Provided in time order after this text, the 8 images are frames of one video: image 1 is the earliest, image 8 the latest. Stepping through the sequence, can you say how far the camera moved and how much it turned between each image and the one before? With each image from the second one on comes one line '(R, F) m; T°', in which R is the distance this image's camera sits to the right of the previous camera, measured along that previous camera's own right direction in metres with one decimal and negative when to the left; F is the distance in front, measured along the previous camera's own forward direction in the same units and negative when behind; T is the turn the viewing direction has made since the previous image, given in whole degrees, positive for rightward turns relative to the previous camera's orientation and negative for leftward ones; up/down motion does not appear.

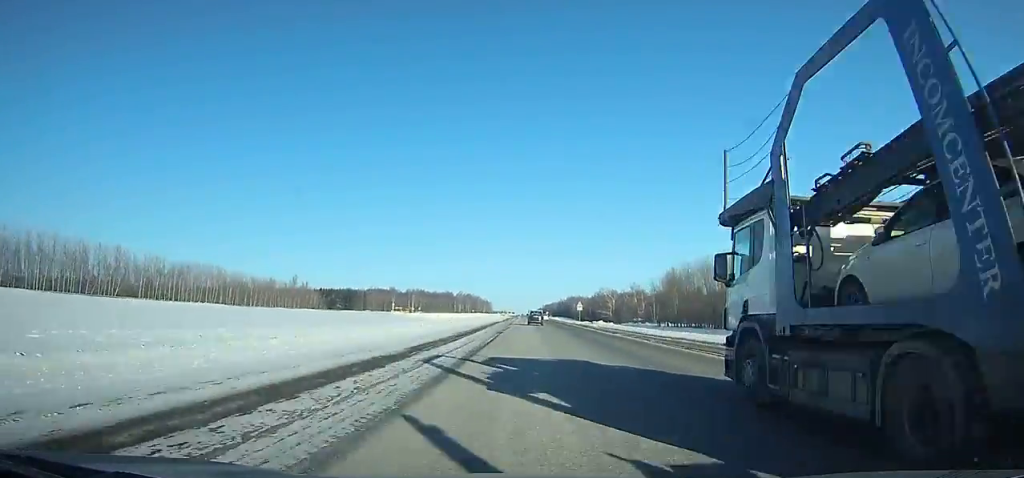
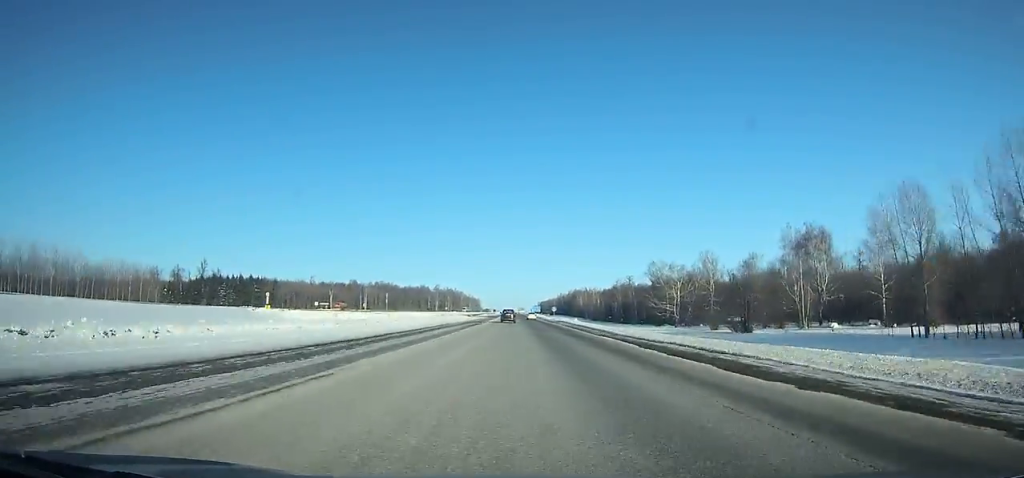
(+0.4, +113.0) m; 0°
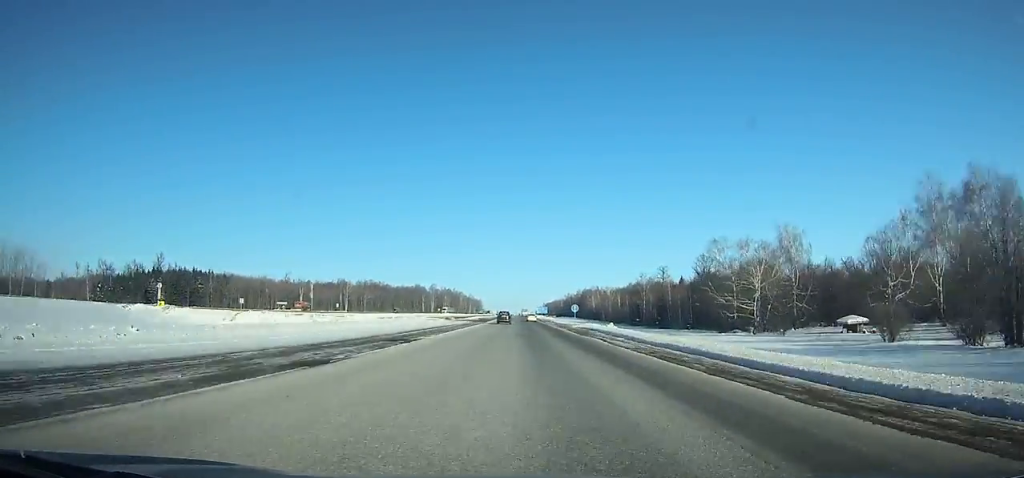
(0.0, +41.6) m; 0°
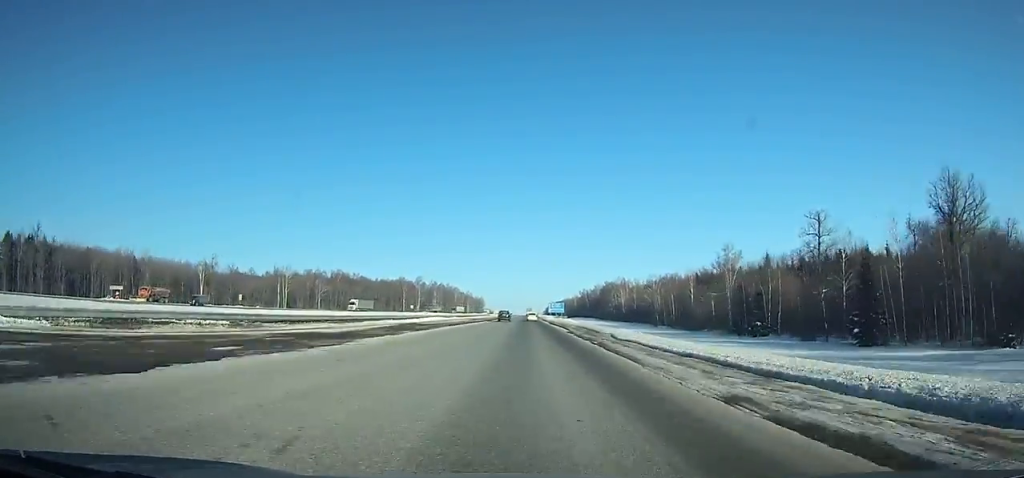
(-0.3, +83.1) m; 0°
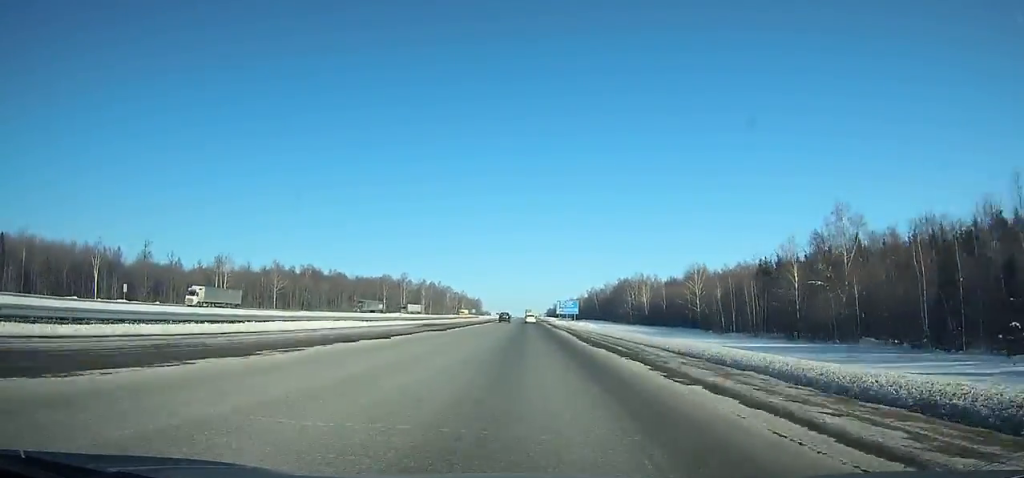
(-0.1, +47.2) m; 0°
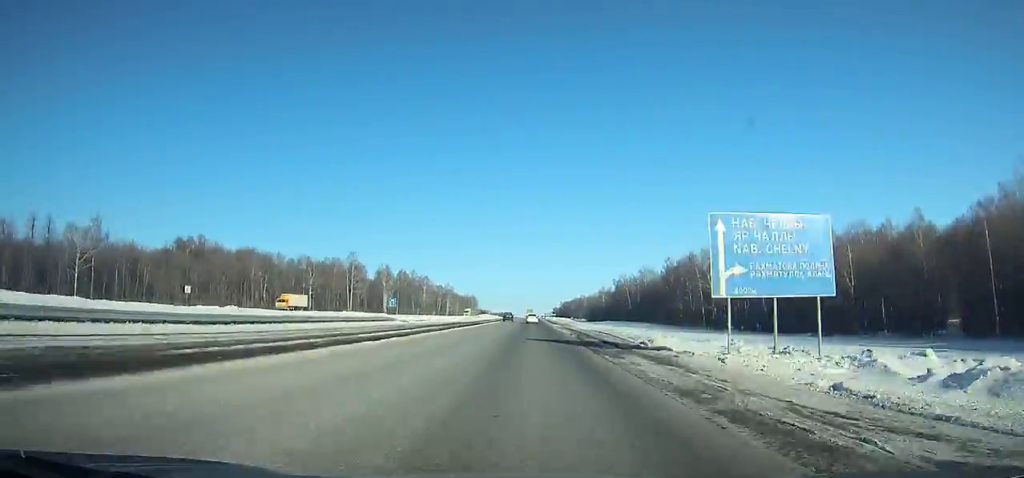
(-0.4, +108.6) m; 0°
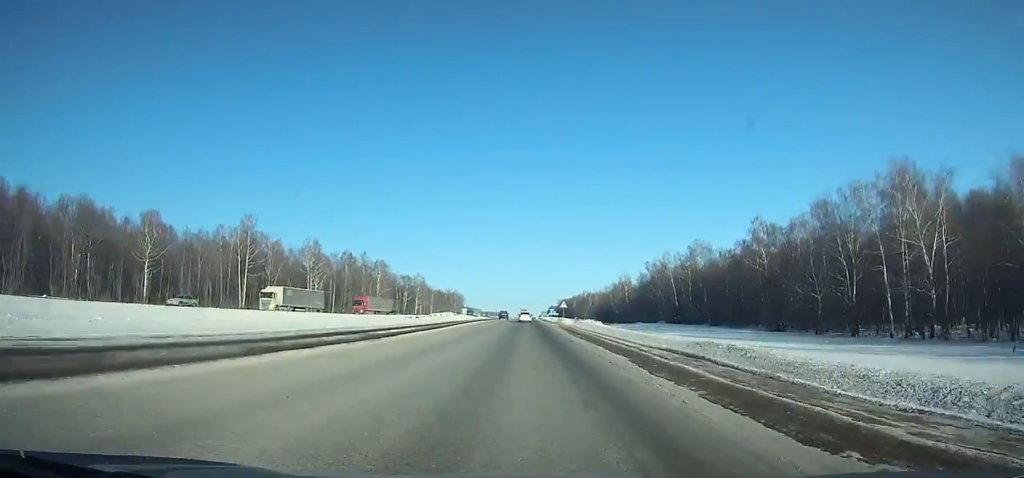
(0.0, +92.5) m; 0°
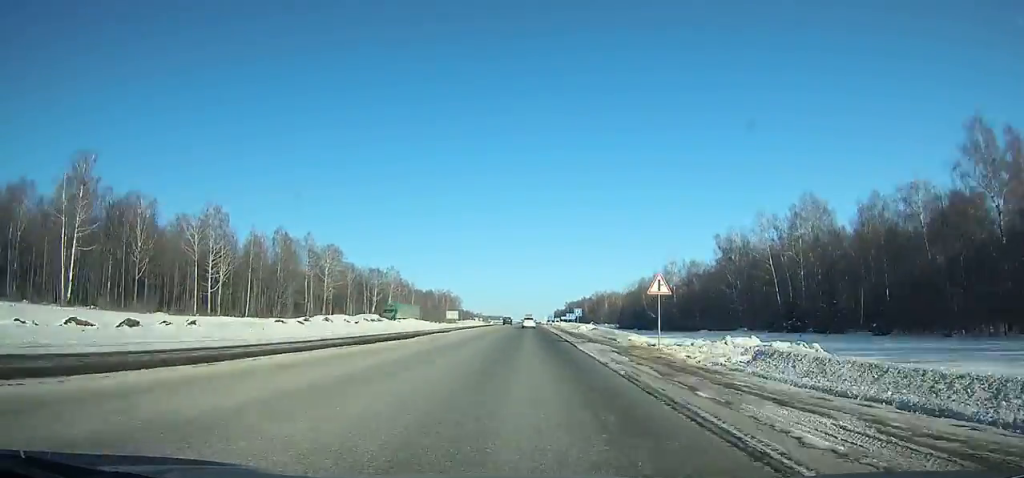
(+0.1, +69.0) m; 0°
